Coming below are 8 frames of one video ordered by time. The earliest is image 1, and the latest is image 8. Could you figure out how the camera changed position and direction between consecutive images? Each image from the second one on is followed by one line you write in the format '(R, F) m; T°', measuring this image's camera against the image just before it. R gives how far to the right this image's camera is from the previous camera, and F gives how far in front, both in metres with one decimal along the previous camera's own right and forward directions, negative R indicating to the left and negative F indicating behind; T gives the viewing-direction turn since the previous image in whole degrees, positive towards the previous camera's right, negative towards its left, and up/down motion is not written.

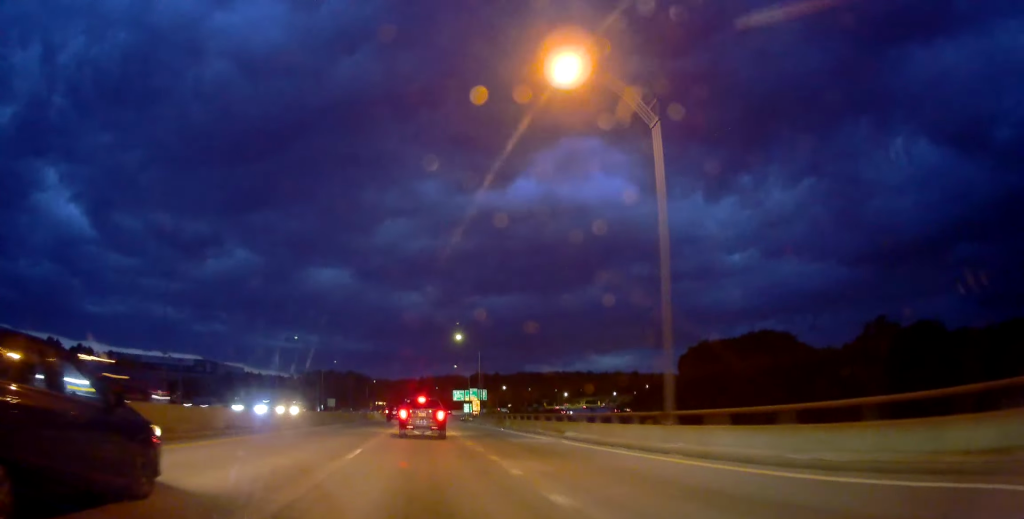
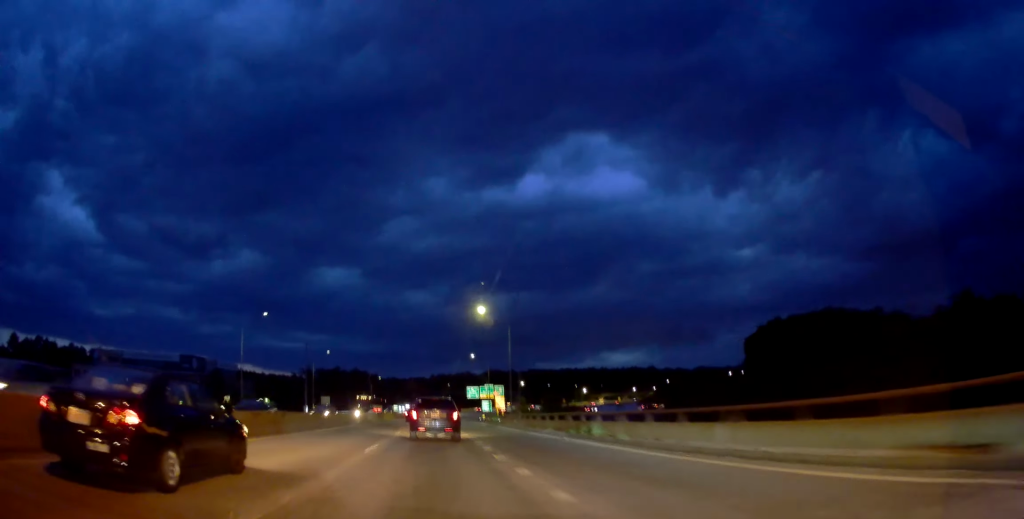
(-0.1, +21.3) m; 0°
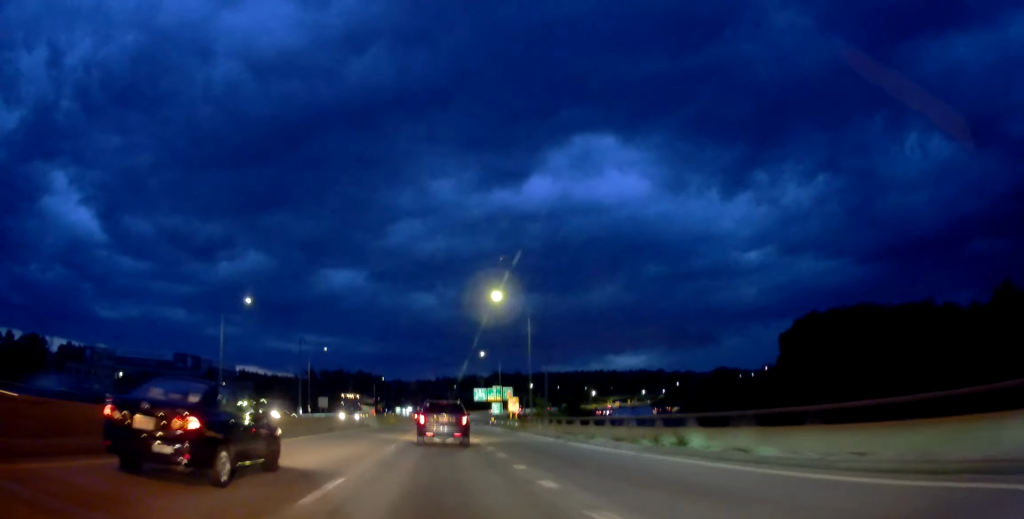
(+0.1, +8.6) m; 0°
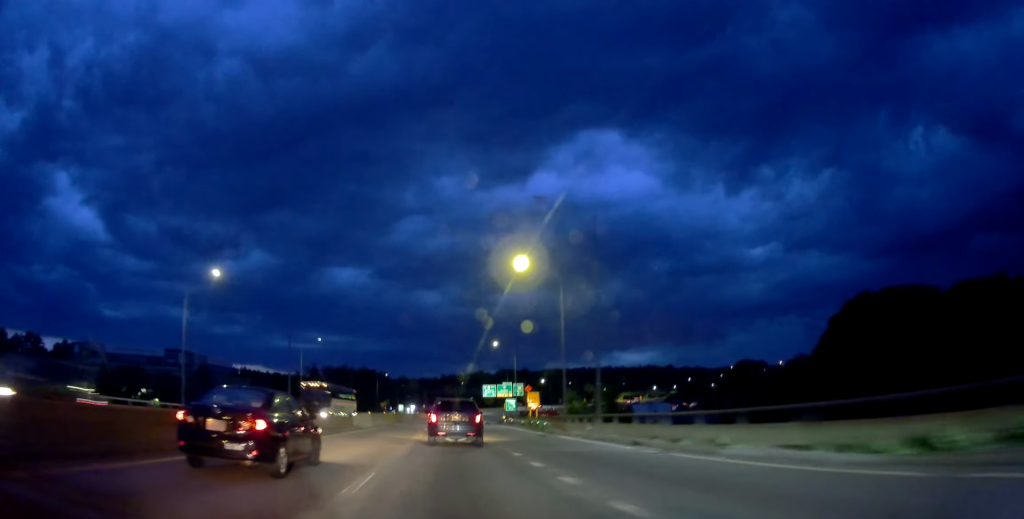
(+0.1, +10.8) m; 0°
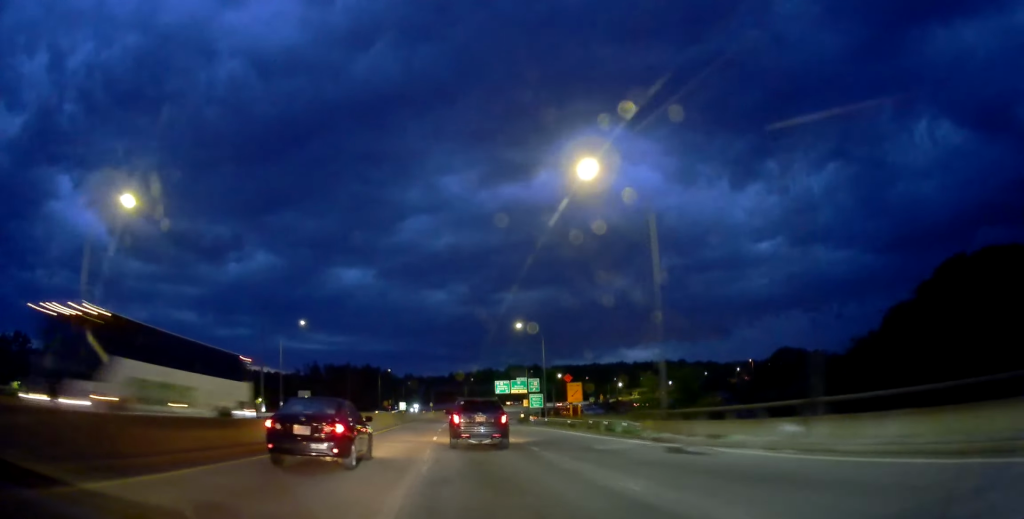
(-0.1, +16.6) m; -1°
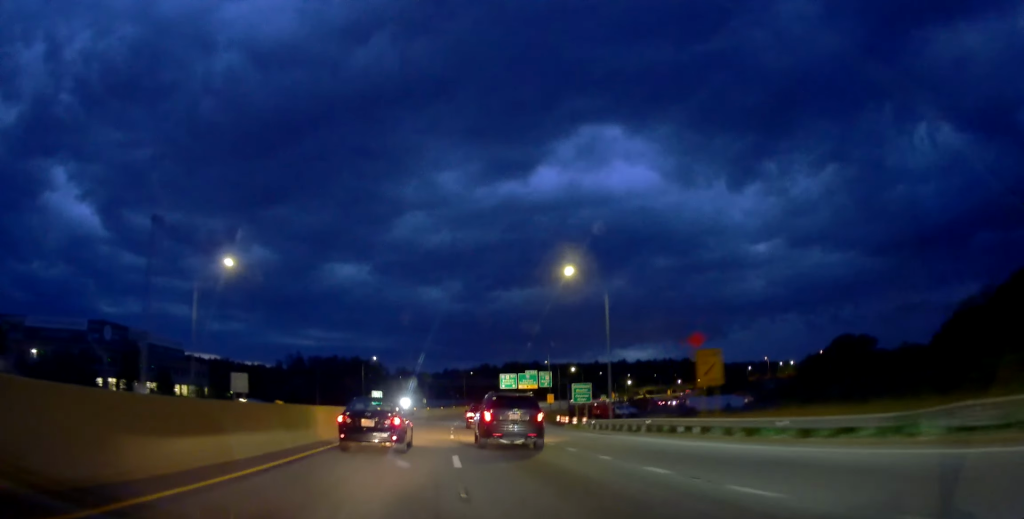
(-0.5, +27.0) m; -1°
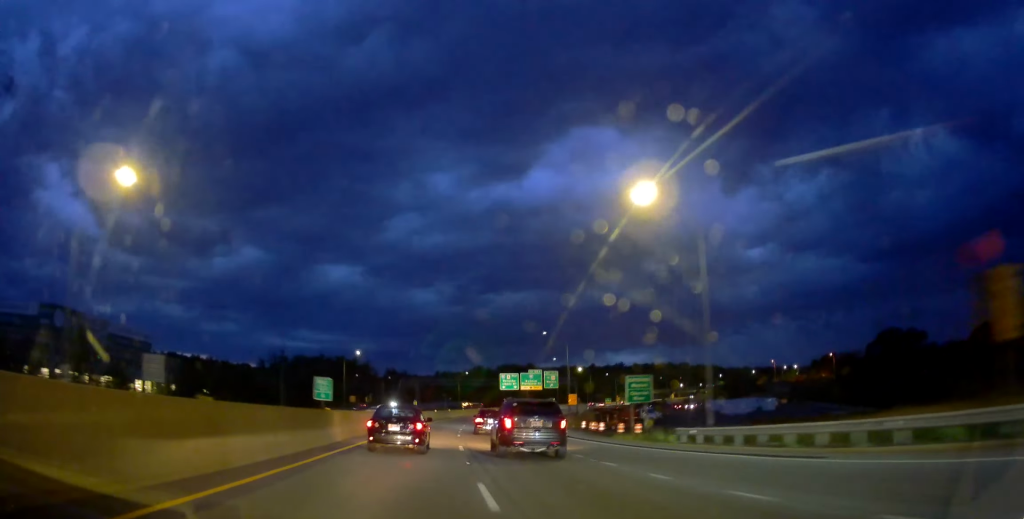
(0.0, +17.0) m; +1°
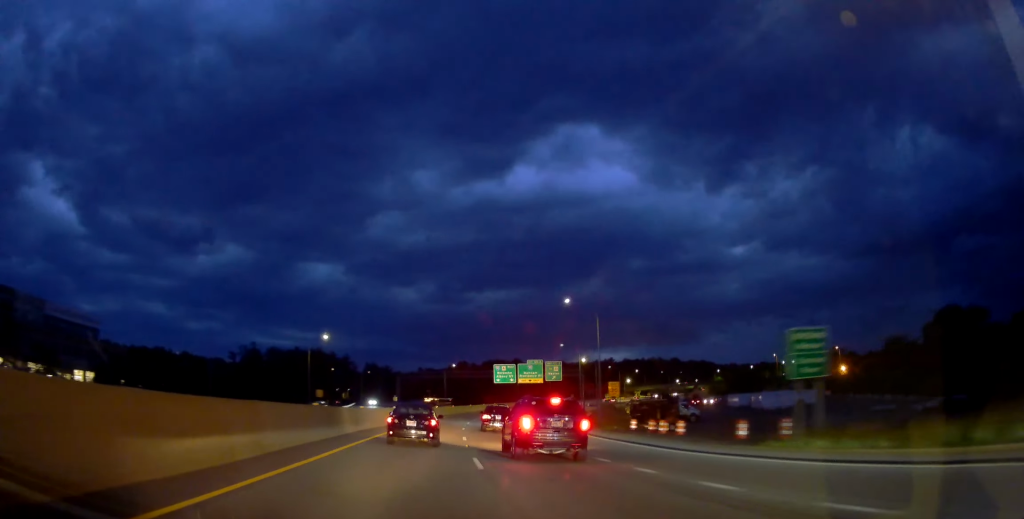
(+0.2, +19.4) m; +1°
